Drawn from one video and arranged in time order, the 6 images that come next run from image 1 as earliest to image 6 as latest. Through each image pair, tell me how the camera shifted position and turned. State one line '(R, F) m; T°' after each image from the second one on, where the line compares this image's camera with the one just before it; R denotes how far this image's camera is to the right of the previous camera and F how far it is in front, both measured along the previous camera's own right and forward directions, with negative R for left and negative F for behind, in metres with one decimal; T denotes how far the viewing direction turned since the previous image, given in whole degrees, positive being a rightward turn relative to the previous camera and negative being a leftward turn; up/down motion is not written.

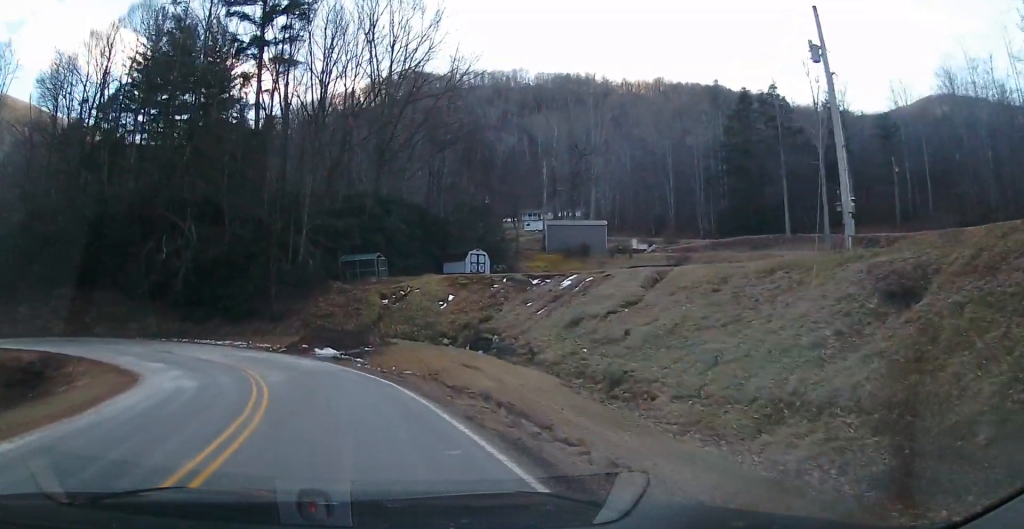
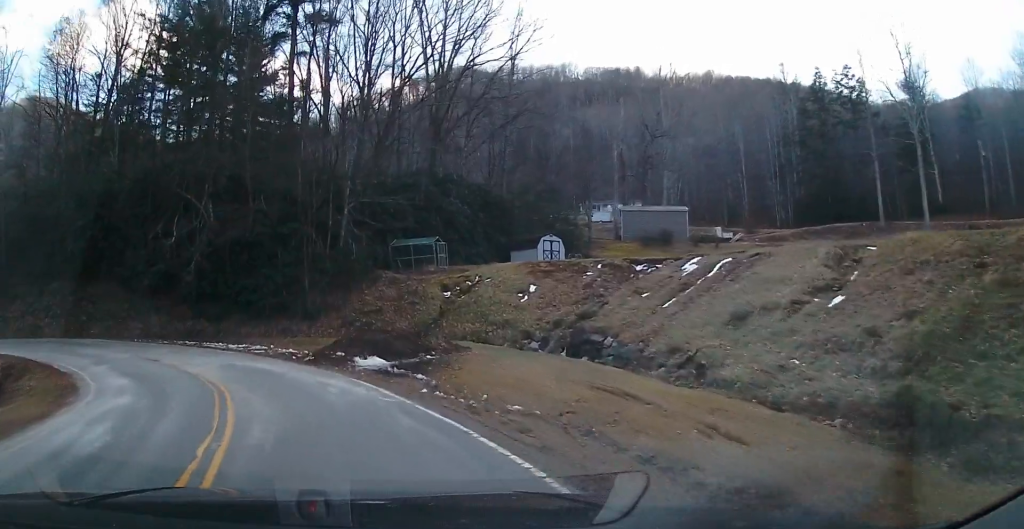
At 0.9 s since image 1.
(+0.1, +9.8) m; -5°
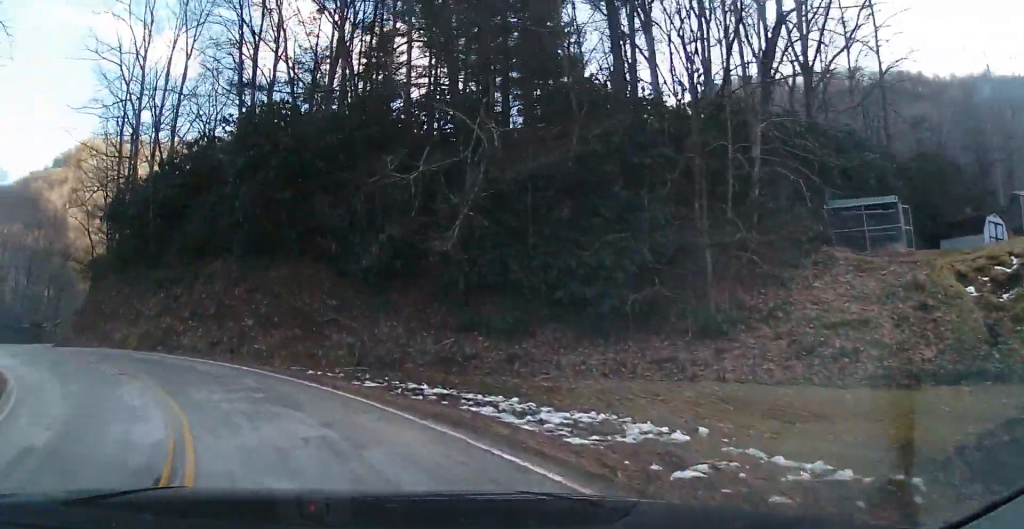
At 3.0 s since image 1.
(-5.8, +19.5) m; -38°
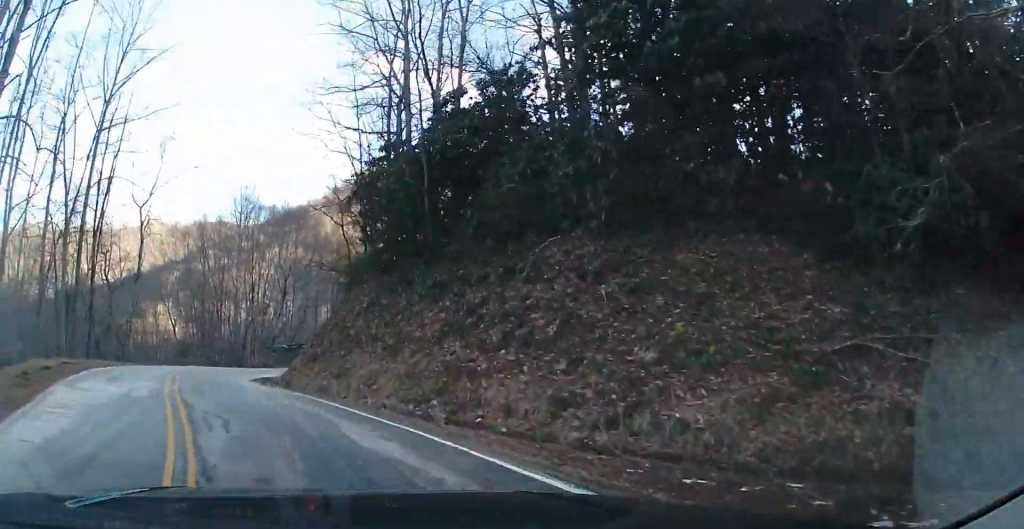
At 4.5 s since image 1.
(-2.6, +12.7) m; -22°
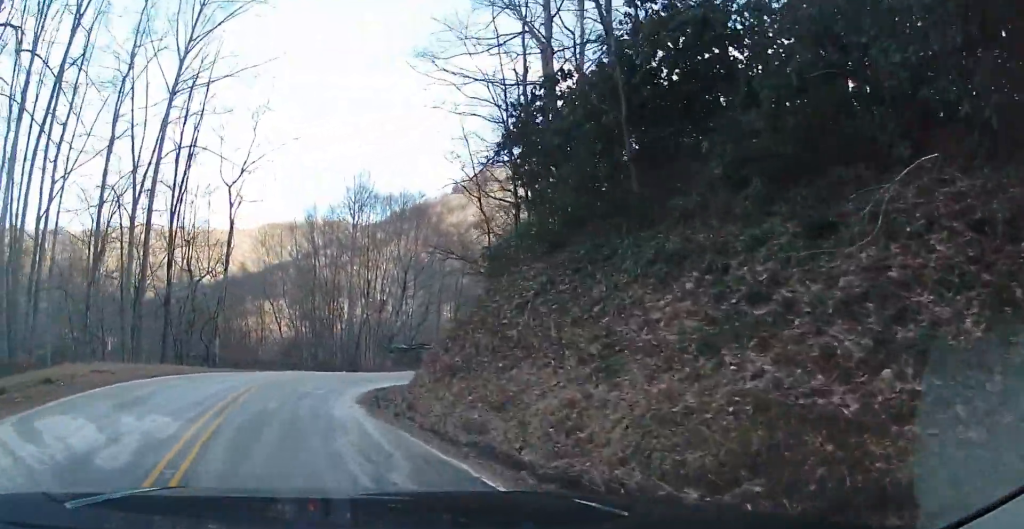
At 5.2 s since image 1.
(-0.8, +7.2) m; -4°
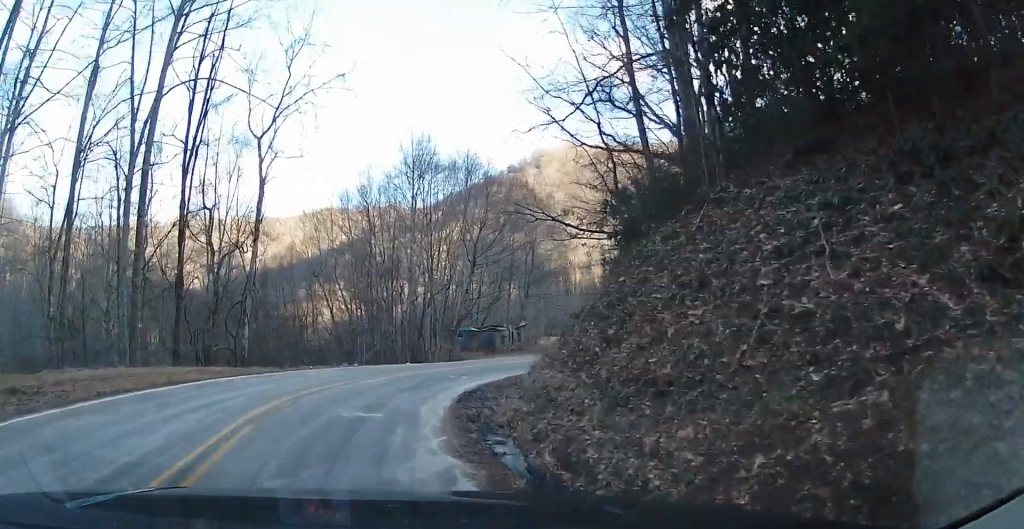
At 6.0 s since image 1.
(+0.2, +8.0) m; 0°
